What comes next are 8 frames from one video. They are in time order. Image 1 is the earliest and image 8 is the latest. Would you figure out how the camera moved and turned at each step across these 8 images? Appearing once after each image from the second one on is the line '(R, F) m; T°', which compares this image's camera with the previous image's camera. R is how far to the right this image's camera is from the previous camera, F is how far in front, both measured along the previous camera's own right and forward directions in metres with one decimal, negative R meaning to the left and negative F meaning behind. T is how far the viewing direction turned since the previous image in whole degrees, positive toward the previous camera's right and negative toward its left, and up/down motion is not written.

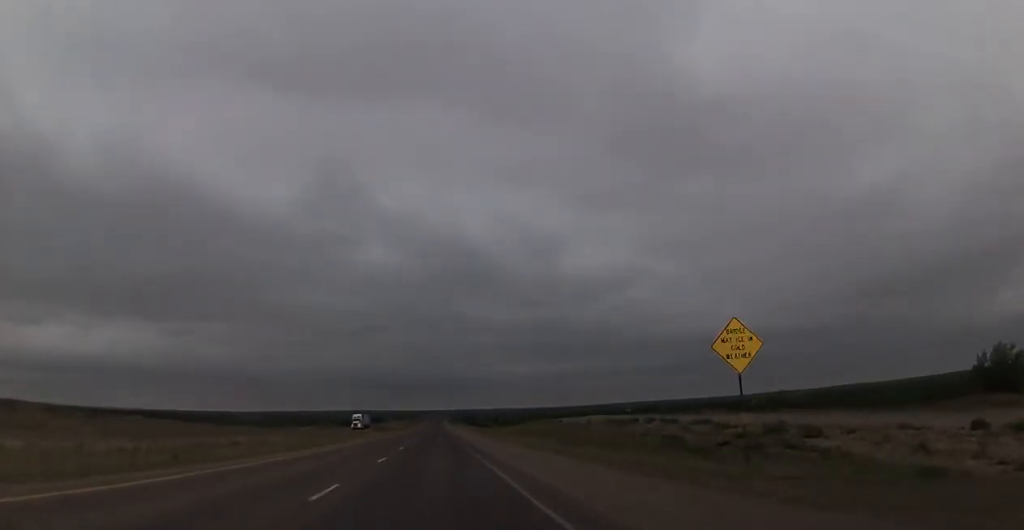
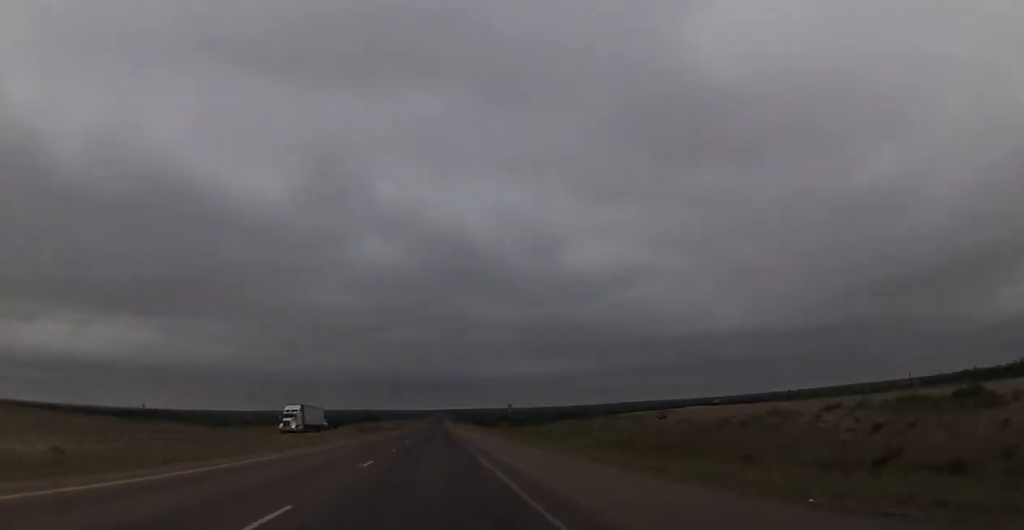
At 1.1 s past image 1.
(0.0, +40.5) m; 0°
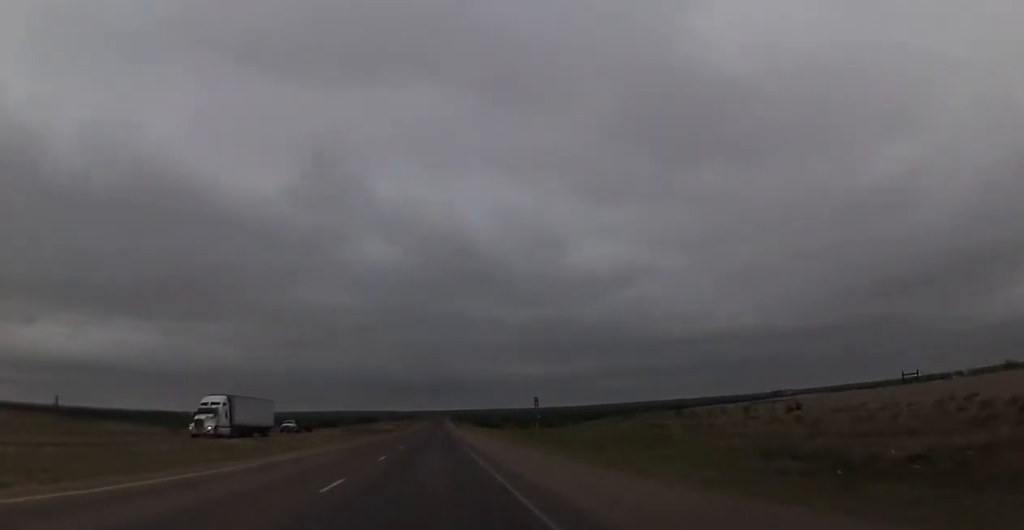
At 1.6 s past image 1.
(0.0, +18.4) m; 0°
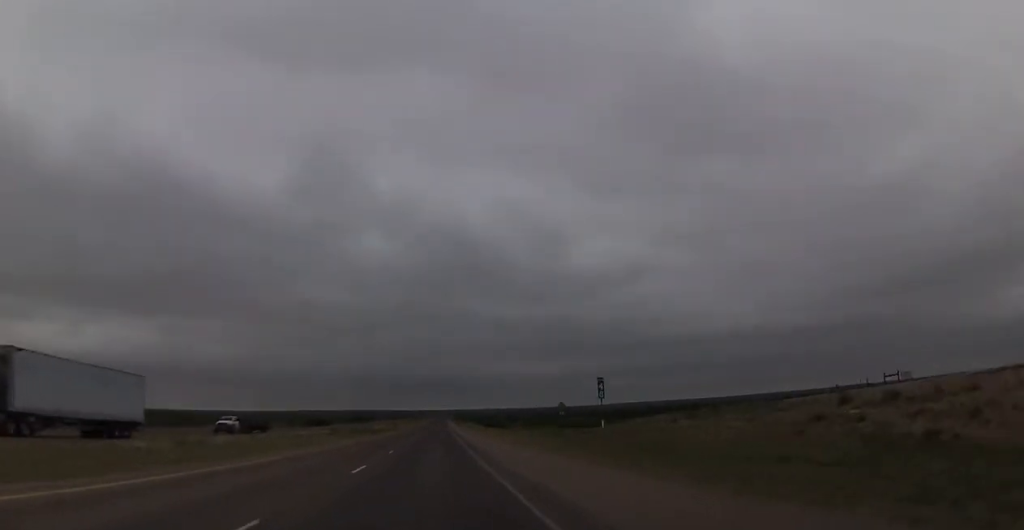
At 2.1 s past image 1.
(0.0, +19.6) m; 0°
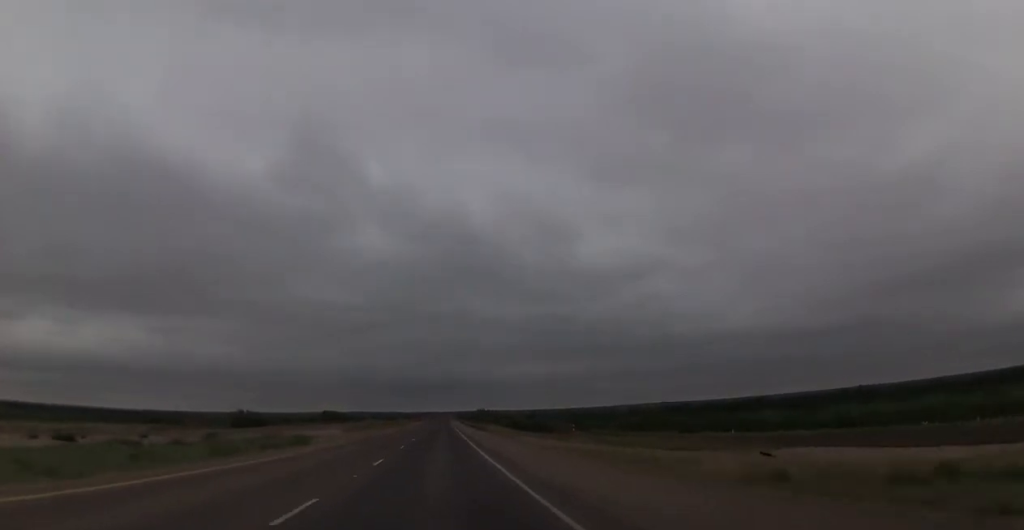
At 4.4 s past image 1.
(0.0, +82.0) m; 0°
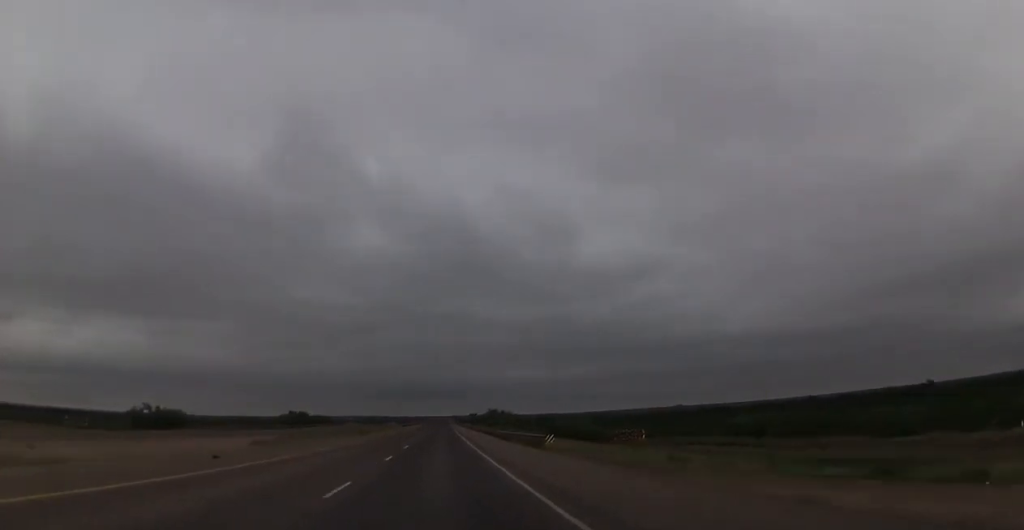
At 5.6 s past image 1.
(-0.2, +45.4) m; 0°
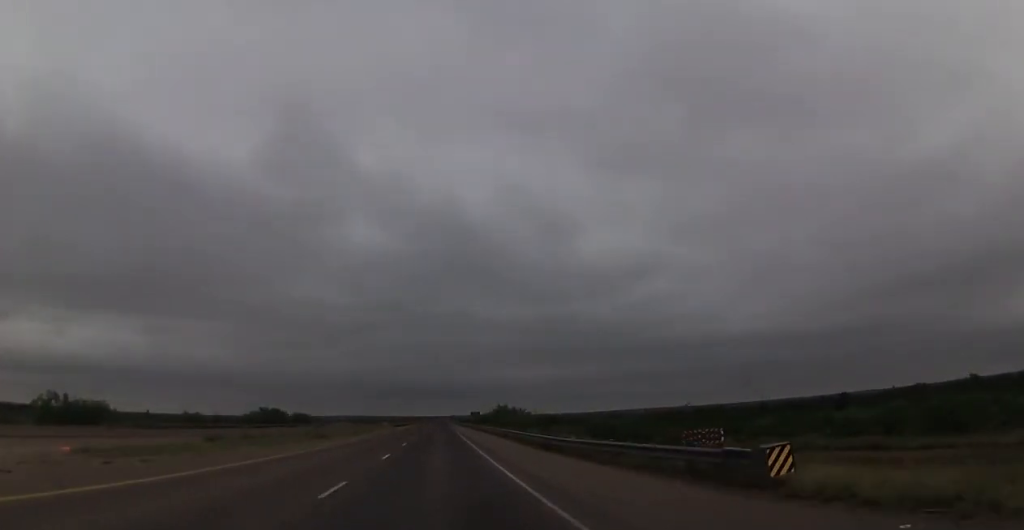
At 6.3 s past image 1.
(-0.1, +24.5) m; 0°
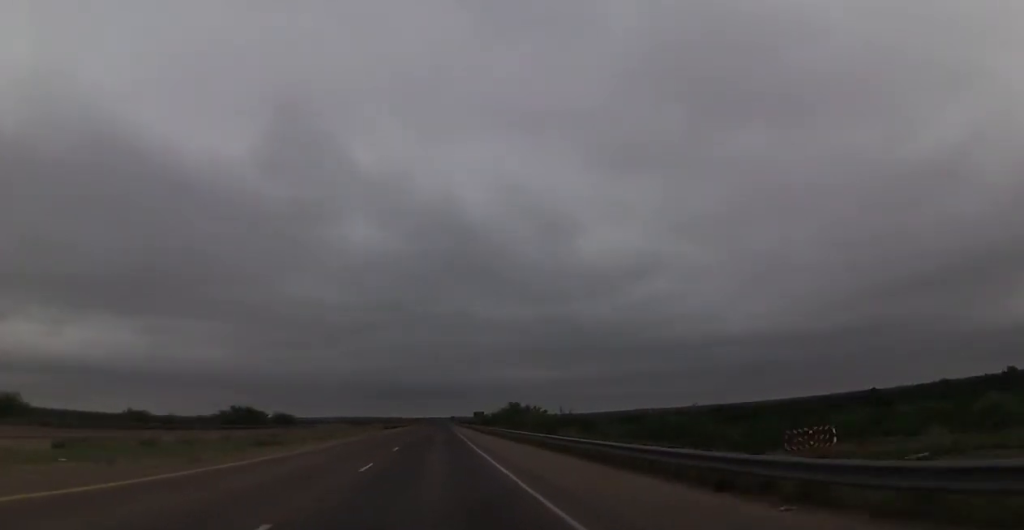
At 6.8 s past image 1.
(+0.2, +18.4) m; 0°
